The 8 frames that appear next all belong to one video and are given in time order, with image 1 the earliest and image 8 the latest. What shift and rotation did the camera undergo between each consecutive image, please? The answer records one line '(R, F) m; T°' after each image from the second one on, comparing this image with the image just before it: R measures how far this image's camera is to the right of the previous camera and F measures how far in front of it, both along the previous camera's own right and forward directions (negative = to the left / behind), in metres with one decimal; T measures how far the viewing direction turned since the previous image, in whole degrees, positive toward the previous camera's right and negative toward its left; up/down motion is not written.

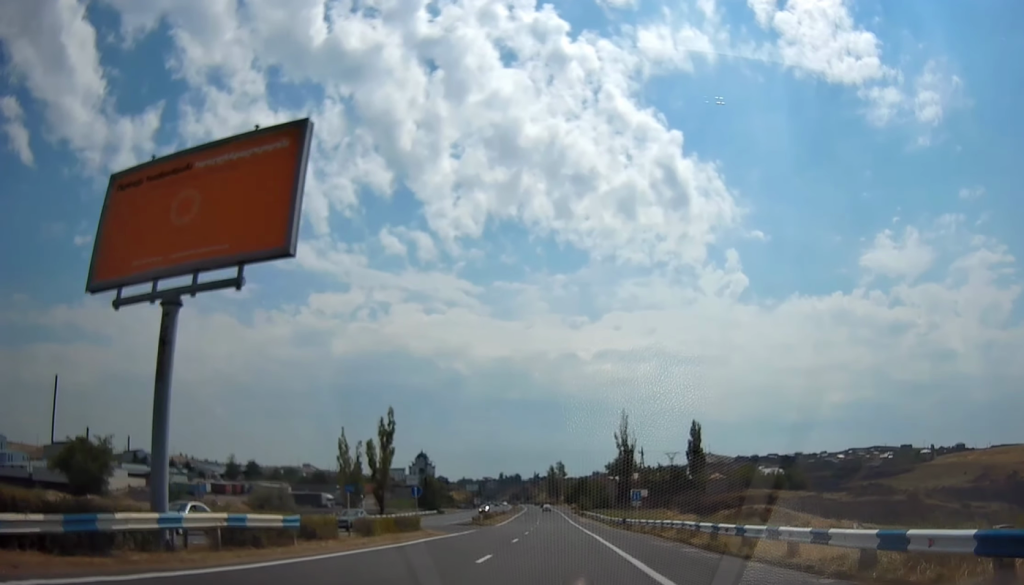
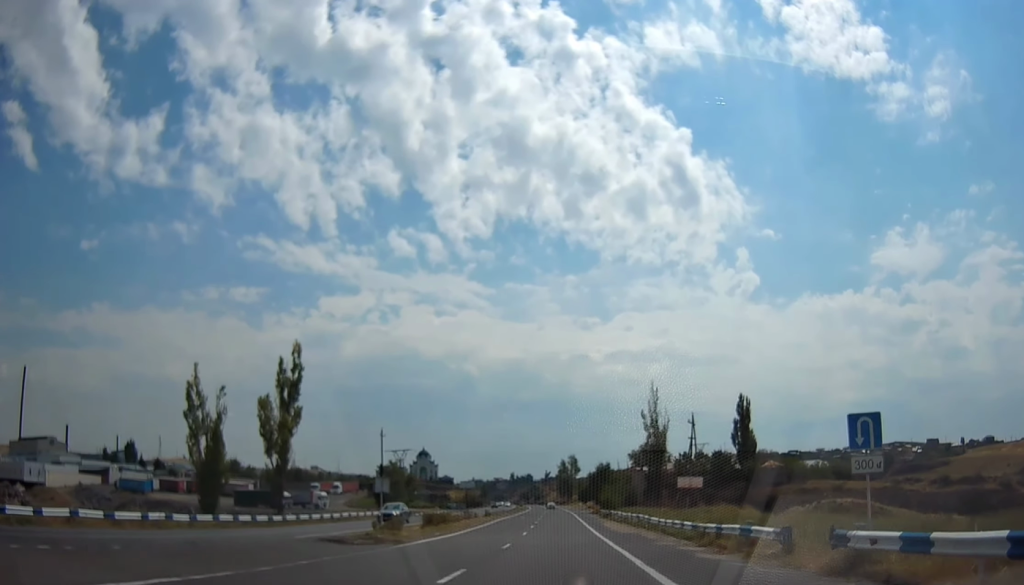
(0.0, +39.2) m; 0°
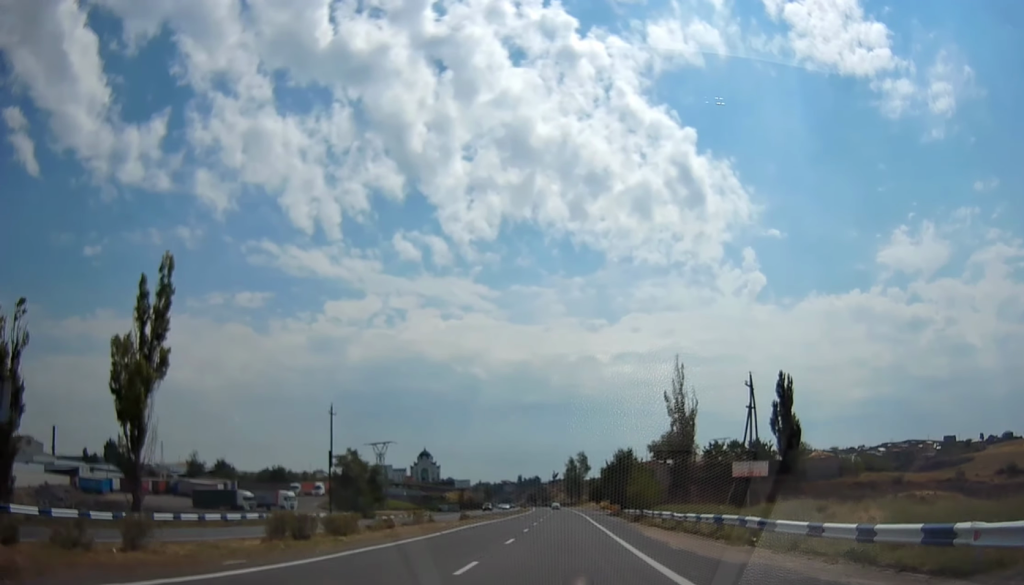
(+0.1, +23.4) m; 0°
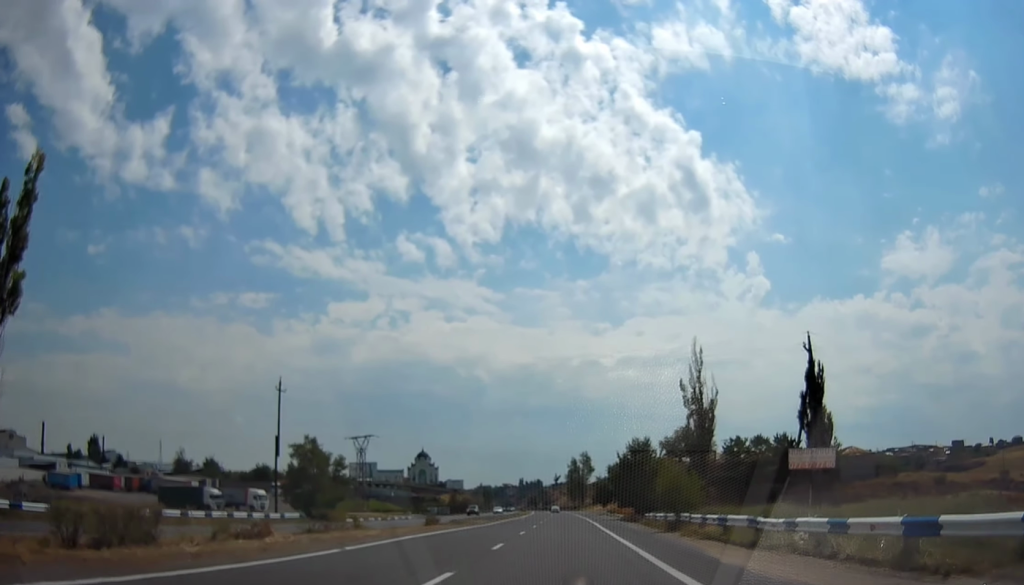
(0.0, +14.2) m; -1°
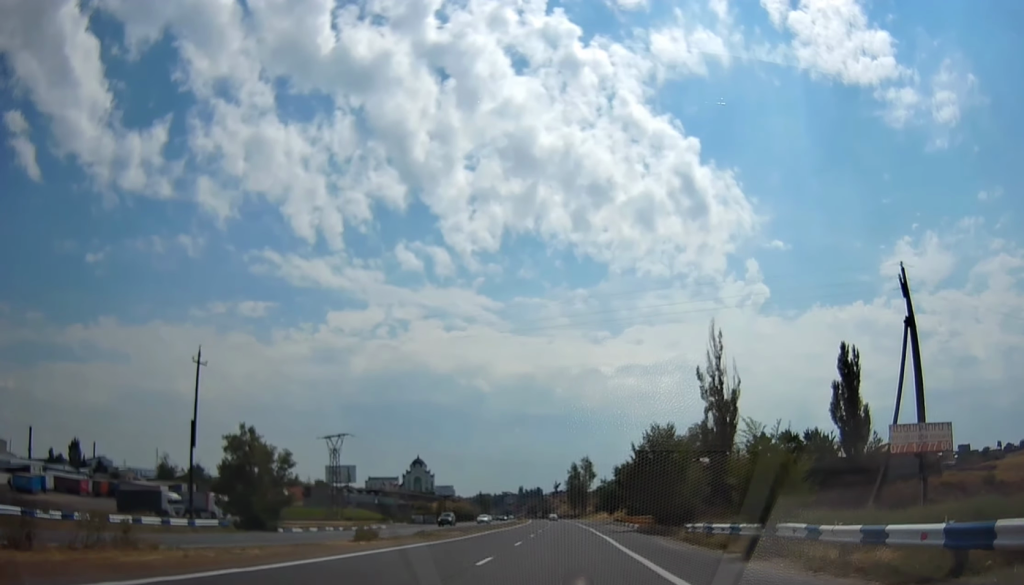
(-0.1, +14.2) m; -1°
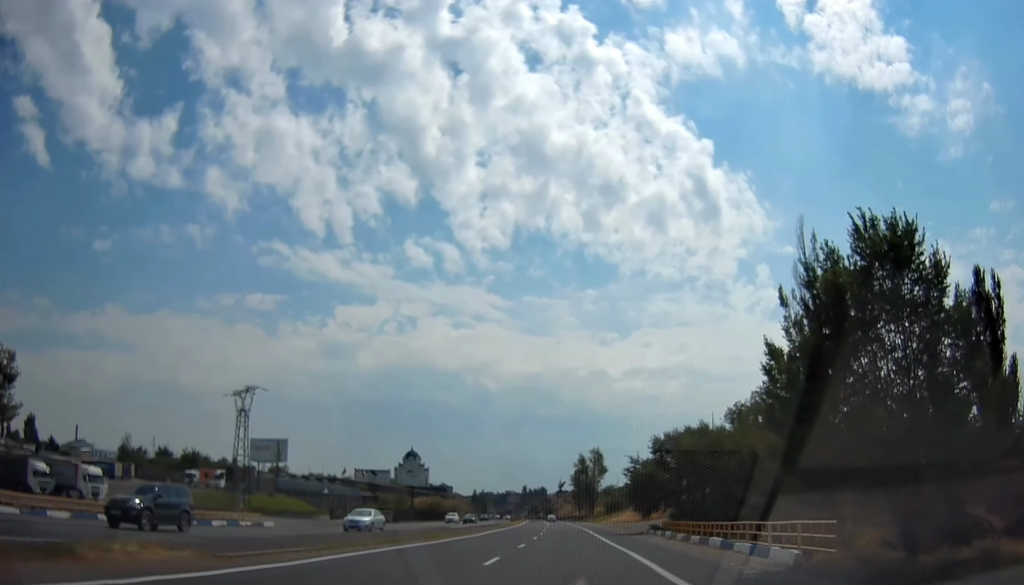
(-0.3, +34.6) m; -1°
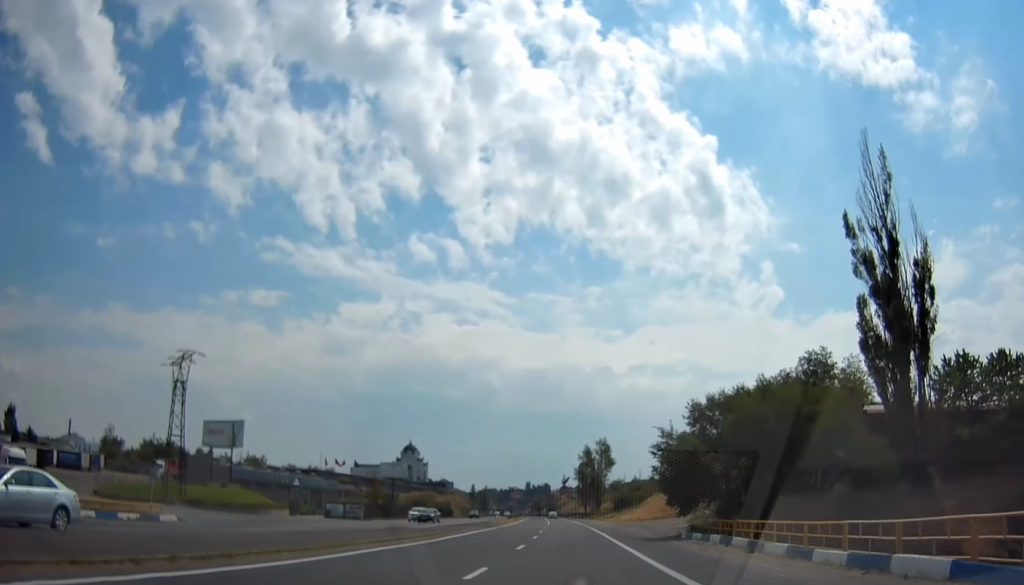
(0.0, +14.8) m; 0°
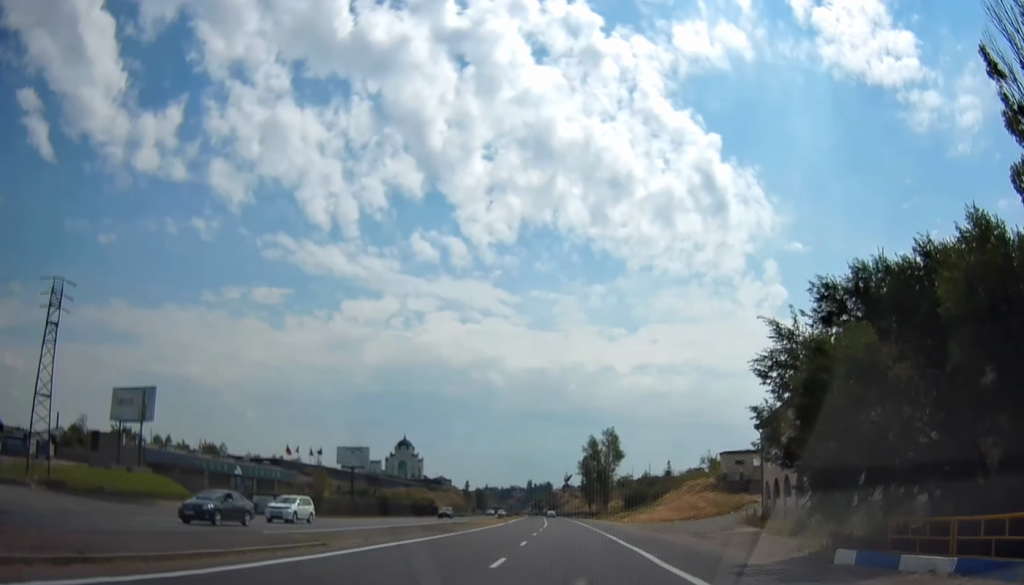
(-0.1, +20.1) m; 0°
